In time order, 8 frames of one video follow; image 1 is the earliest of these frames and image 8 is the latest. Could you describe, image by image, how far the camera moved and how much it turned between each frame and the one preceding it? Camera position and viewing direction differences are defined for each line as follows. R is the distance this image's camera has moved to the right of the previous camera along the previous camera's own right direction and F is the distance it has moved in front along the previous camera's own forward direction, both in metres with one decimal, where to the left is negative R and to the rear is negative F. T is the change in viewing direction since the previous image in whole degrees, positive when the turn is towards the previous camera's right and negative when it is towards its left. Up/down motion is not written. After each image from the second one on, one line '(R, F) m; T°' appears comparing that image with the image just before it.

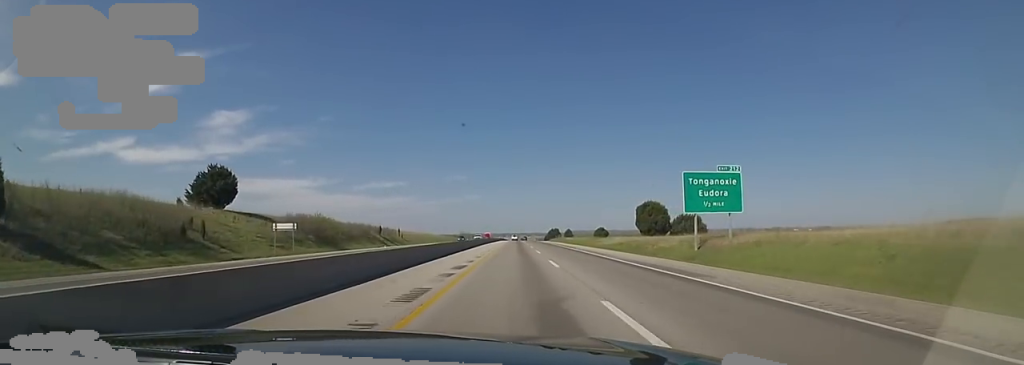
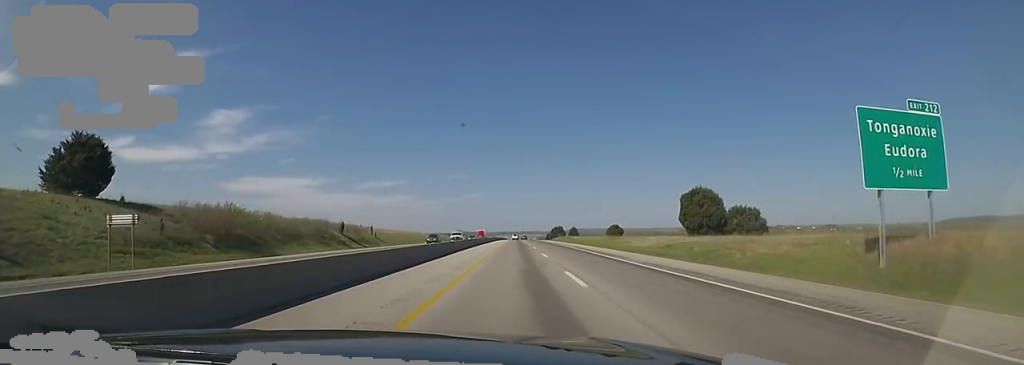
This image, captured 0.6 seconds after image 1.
(-0.6, +21.8) m; -1°
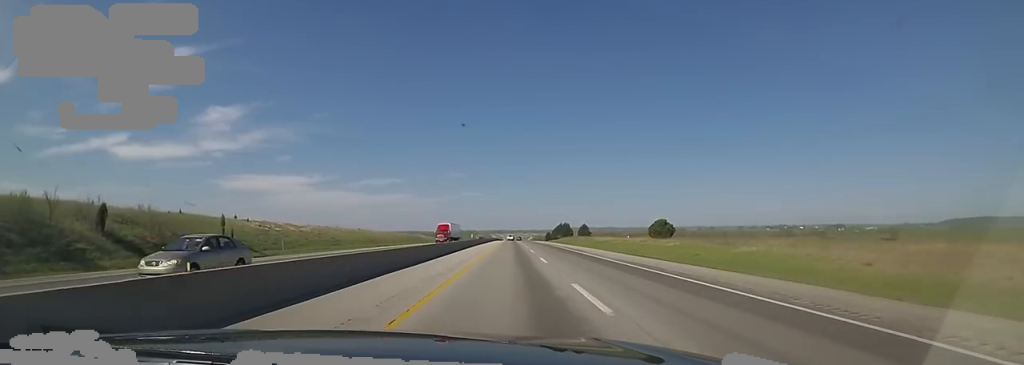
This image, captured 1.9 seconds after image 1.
(+0.6, +46.2) m; +1°
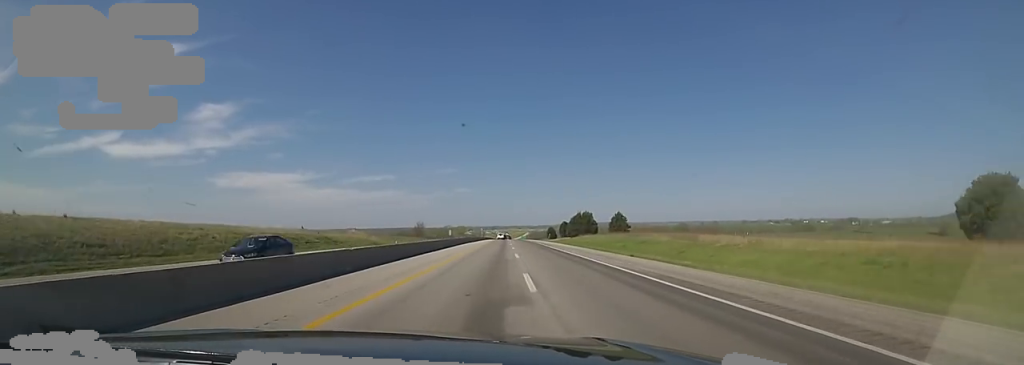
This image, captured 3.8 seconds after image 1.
(+1.0, +69.8) m; 0°
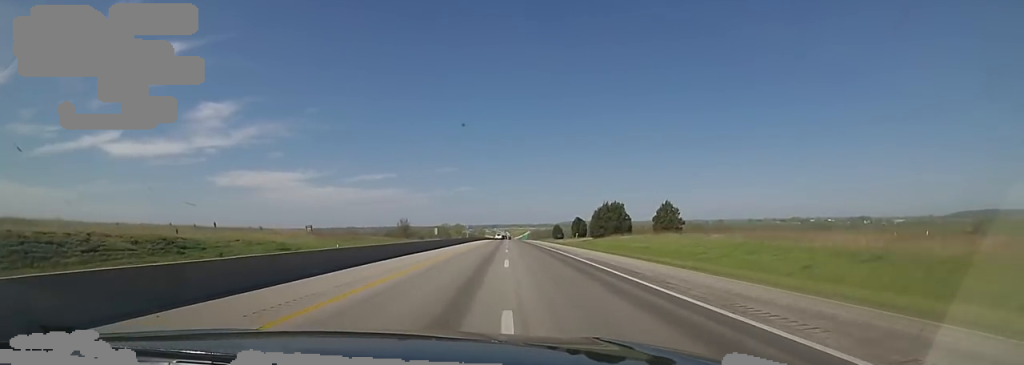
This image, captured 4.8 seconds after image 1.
(-0.7, +38.9) m; +1°
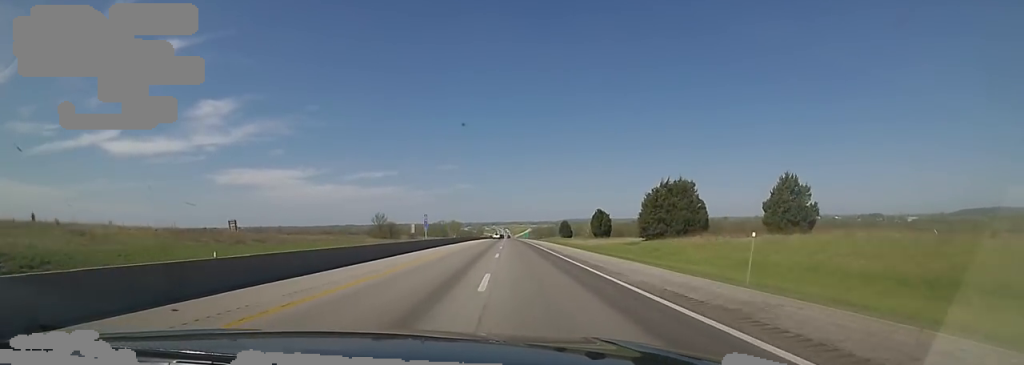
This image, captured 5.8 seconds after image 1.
(+1.1, +39.8) m; +1°
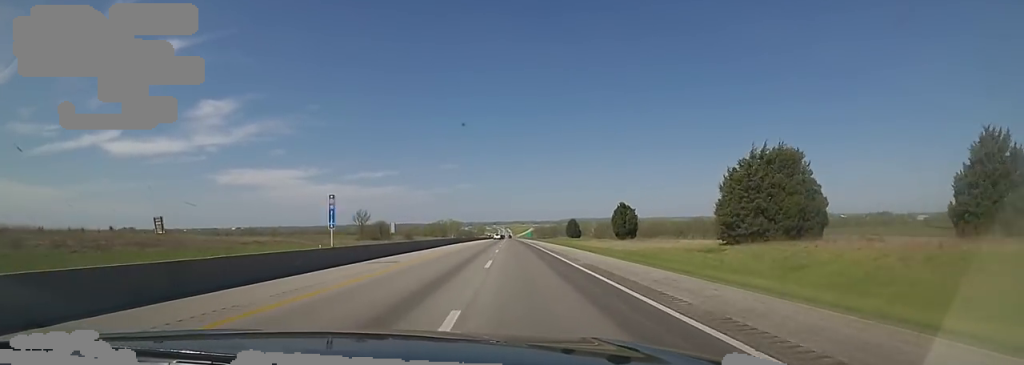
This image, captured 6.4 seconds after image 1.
(+0.2, +23.7) m; -1°
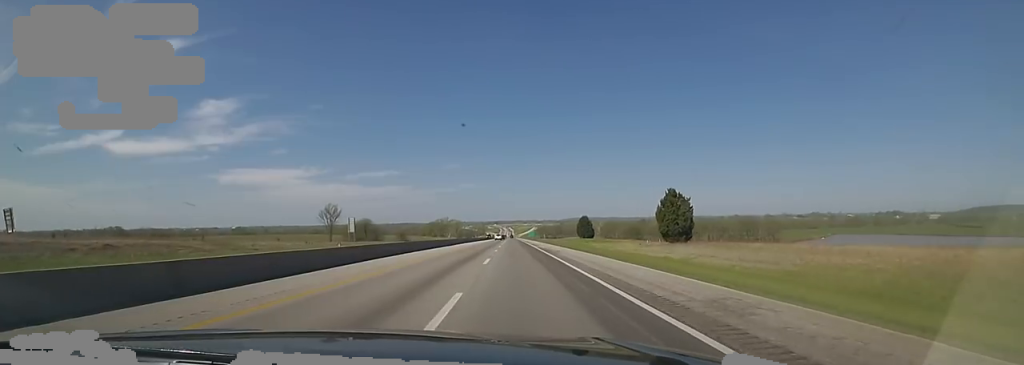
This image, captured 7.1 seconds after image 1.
(-0.7, +28.8) m; -1°
